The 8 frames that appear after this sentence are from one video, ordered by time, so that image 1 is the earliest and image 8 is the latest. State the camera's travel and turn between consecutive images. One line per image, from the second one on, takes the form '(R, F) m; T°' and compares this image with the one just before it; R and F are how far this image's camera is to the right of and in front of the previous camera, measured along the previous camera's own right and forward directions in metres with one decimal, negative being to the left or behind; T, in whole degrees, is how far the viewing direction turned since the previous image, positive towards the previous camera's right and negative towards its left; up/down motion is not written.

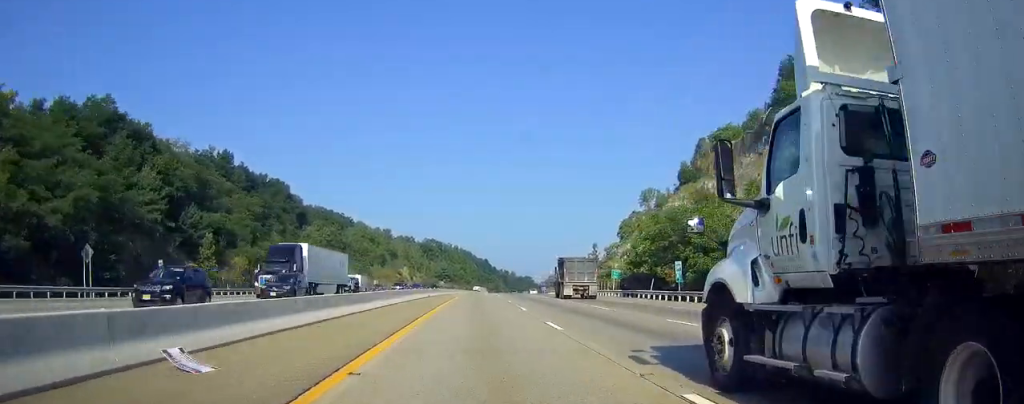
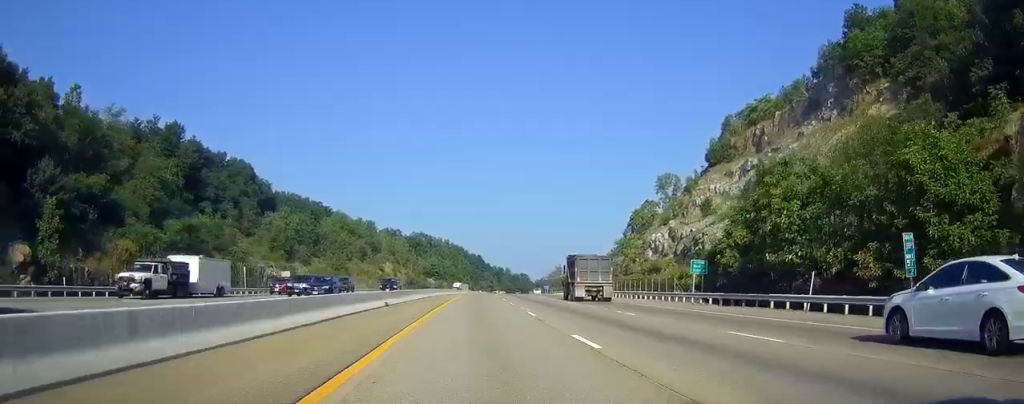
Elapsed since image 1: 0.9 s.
(+0.2, +29.8) m; 0°
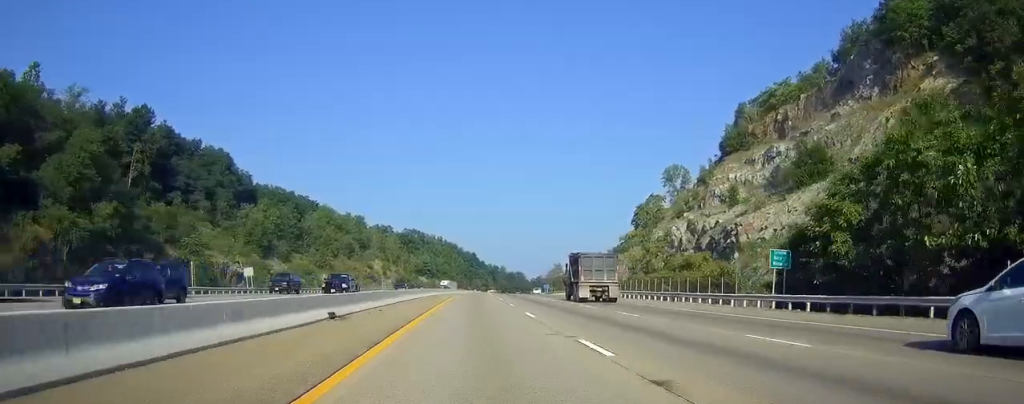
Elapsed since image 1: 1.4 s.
(0.0, +13.9) m; 0°
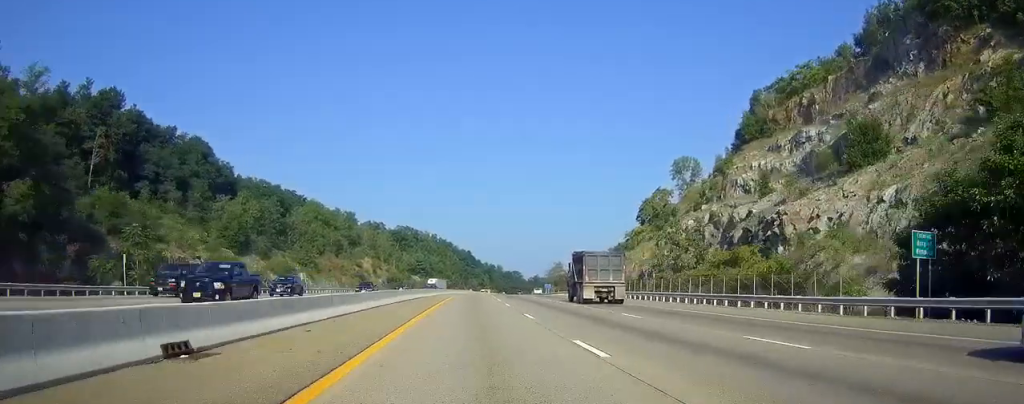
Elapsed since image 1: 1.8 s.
(0.0, +12.8) m; 0°
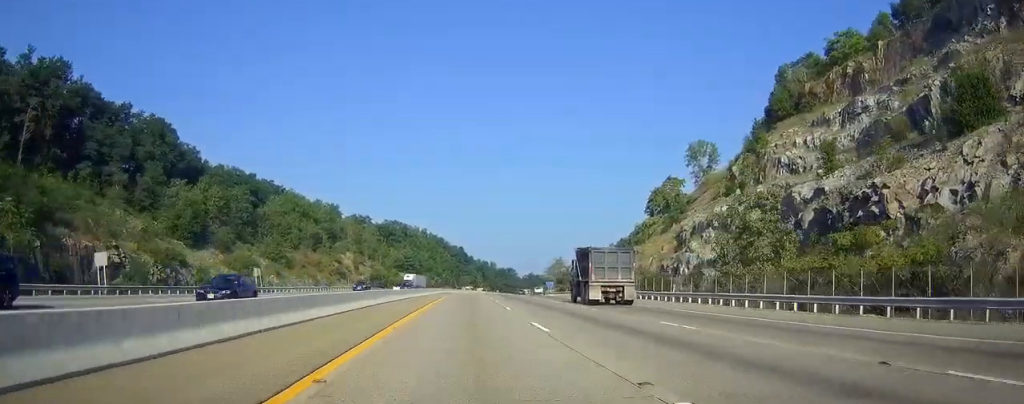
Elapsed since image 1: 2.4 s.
(0.0, +19.2) m; 0°
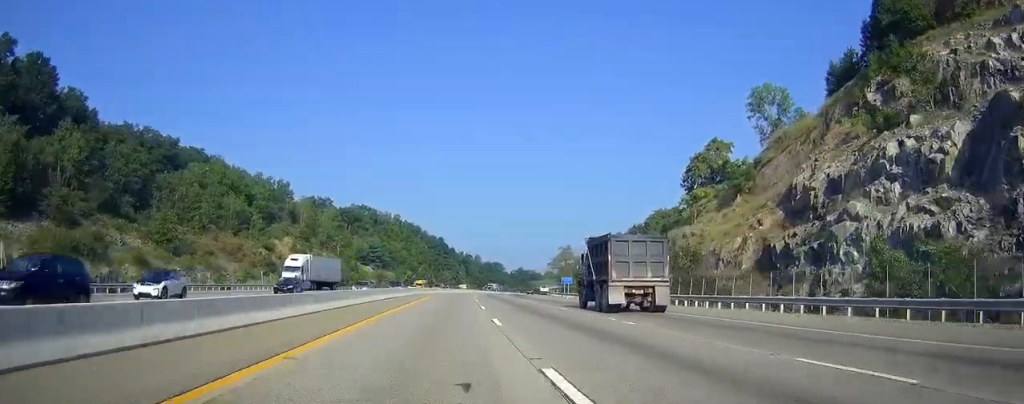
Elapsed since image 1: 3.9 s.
(0.0, +48.0) m; 0°
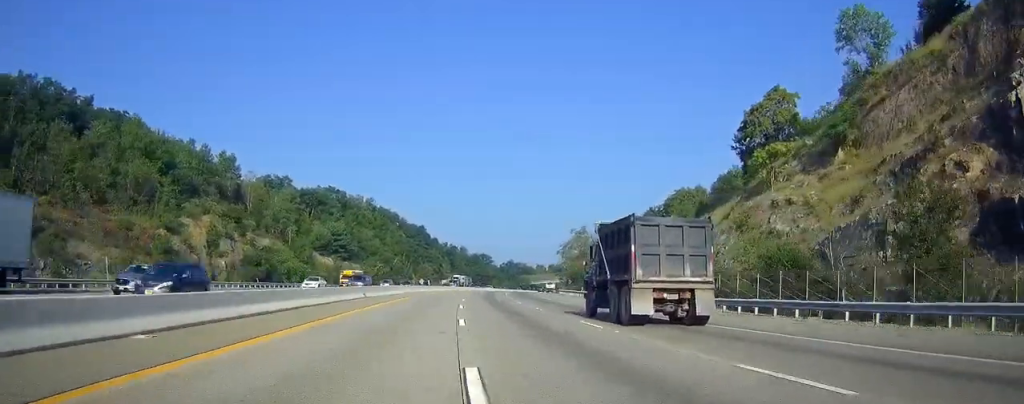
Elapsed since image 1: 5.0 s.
(0.0, +37.3) m; 0°
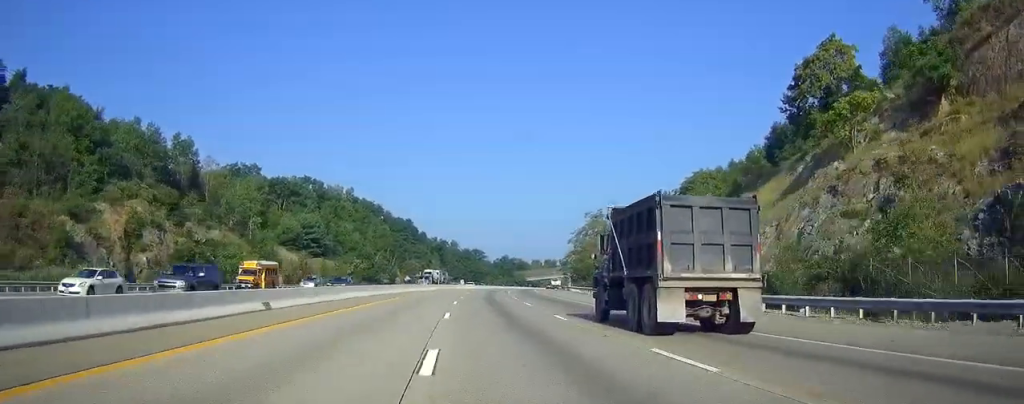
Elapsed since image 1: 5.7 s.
(0.0, +22.4) m; 0°
